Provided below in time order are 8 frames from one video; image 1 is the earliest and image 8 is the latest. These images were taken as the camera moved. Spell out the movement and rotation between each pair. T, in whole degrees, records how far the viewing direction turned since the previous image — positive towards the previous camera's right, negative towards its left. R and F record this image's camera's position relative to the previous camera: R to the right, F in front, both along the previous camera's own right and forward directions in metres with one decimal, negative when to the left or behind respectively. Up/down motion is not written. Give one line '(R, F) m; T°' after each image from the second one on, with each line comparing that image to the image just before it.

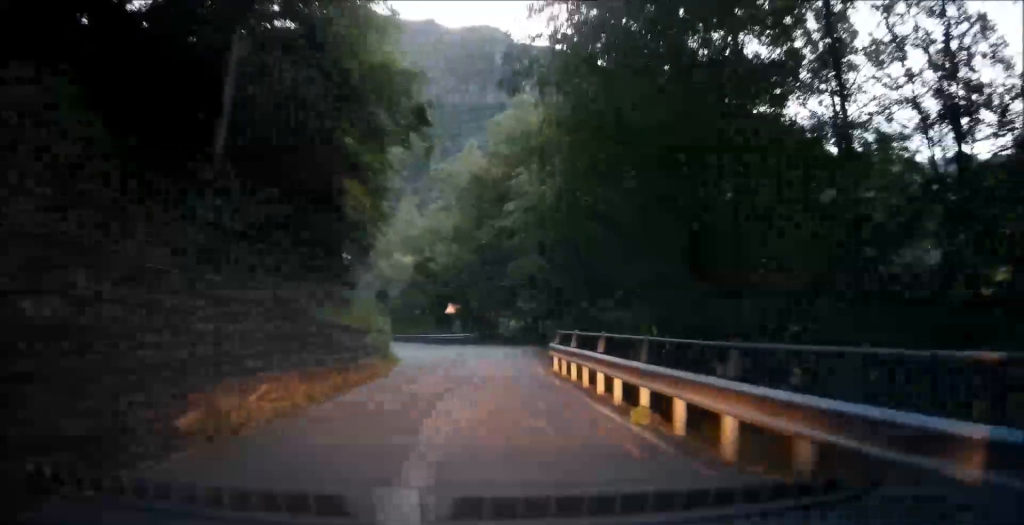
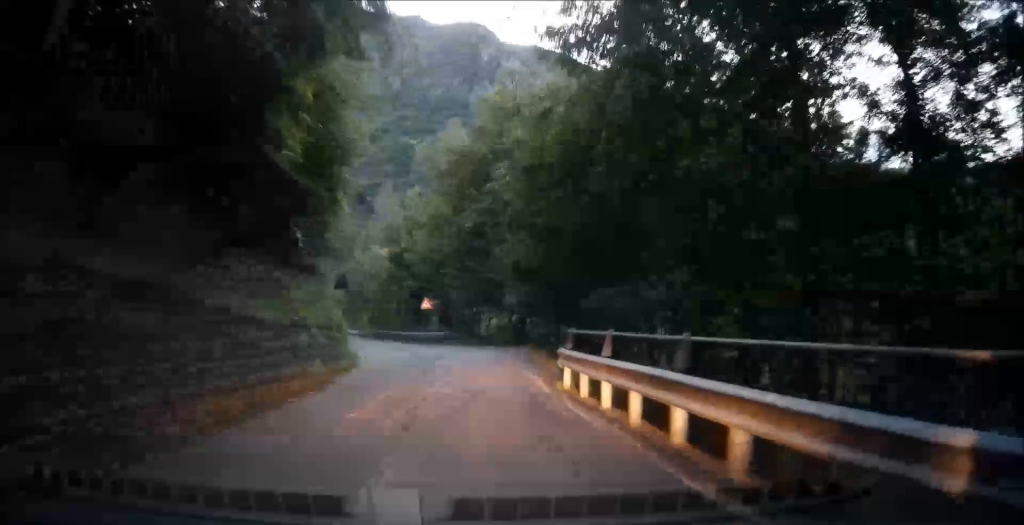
(+0.1, +4.3) m; +2°
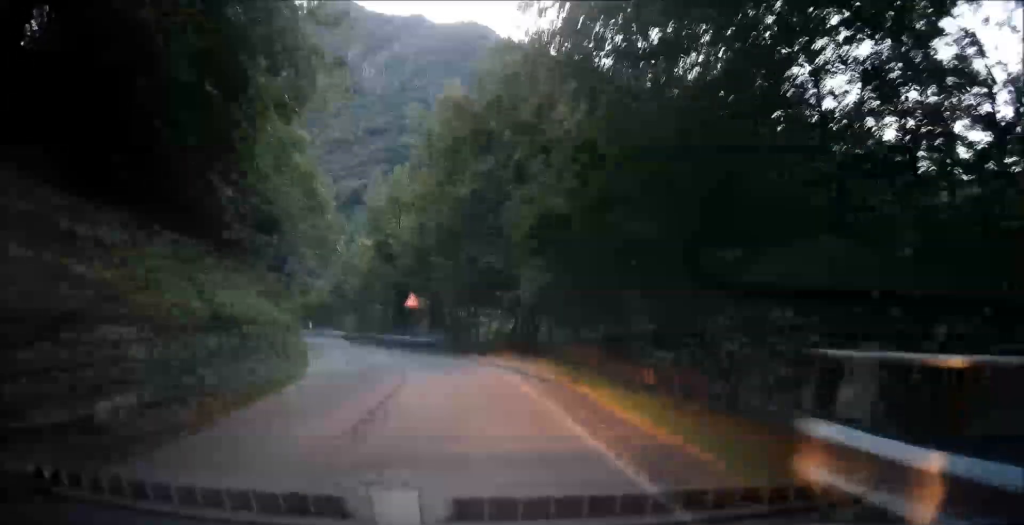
(0.0, +7.2) m; +3°
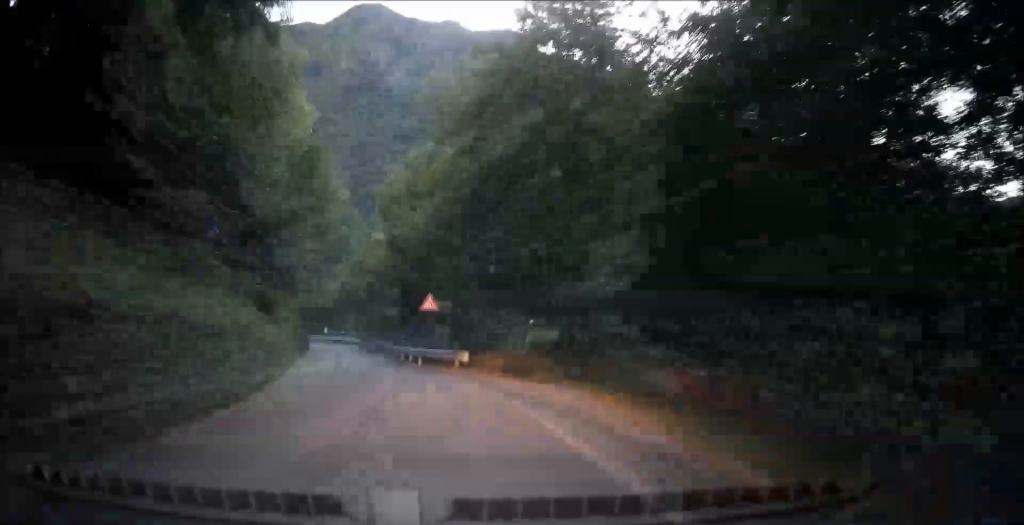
(+0.3, +6.6) m; +1°
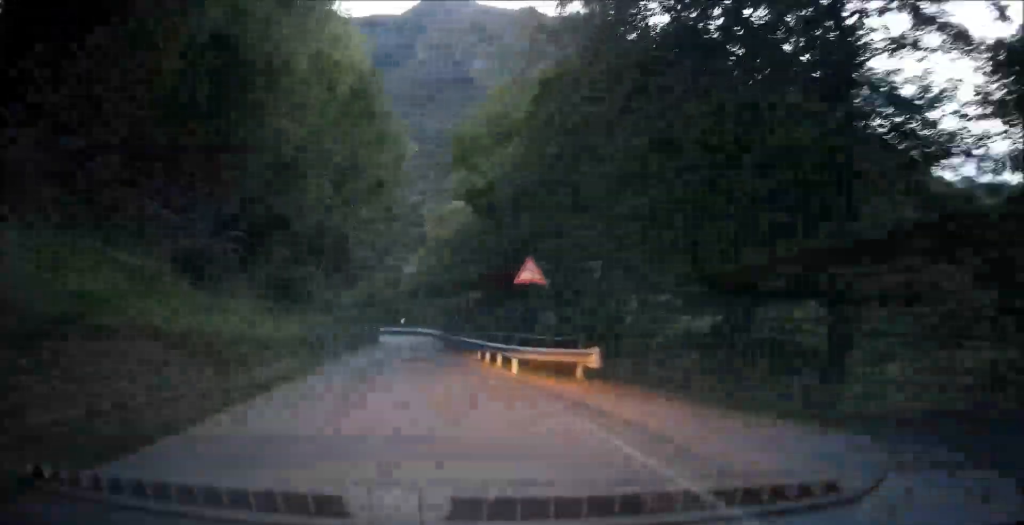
(-0.1, +10.3) m; -1°
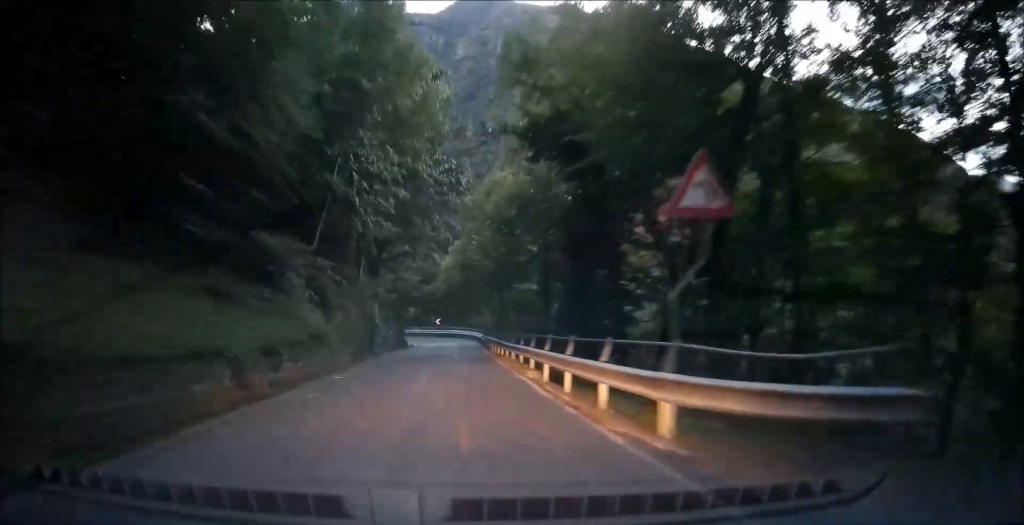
(-0.1, +9.7) m; +3°
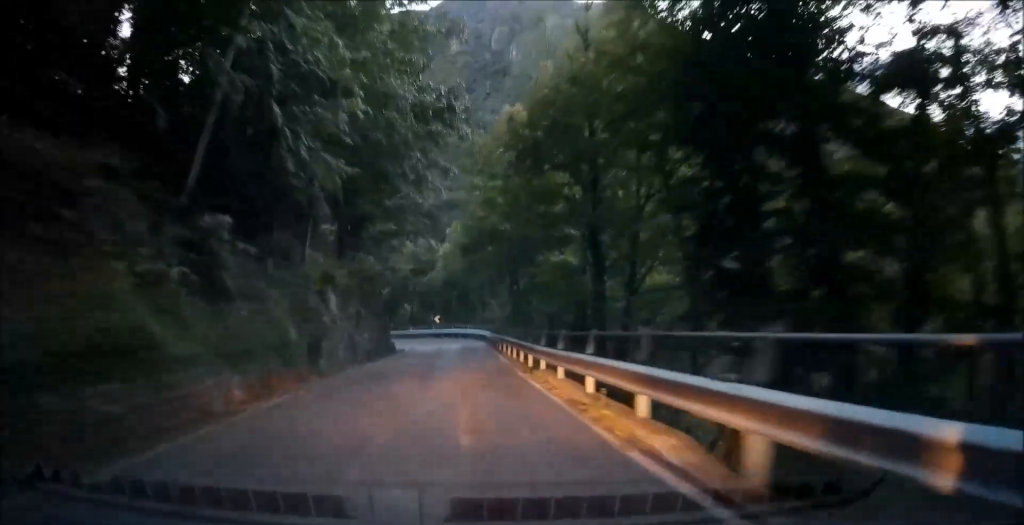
(+0.6, +10.9) m; +2°
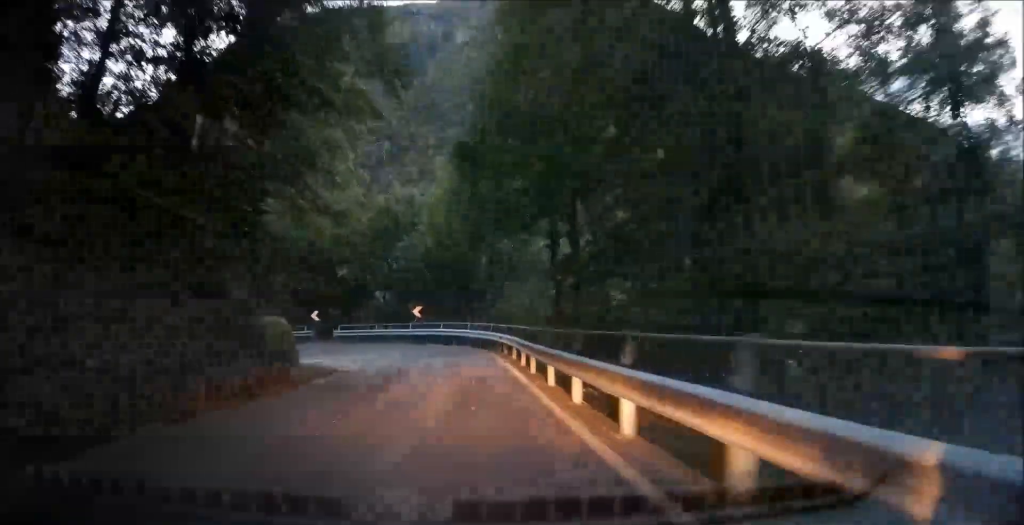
(-1.4, +22.8) m; -7°
